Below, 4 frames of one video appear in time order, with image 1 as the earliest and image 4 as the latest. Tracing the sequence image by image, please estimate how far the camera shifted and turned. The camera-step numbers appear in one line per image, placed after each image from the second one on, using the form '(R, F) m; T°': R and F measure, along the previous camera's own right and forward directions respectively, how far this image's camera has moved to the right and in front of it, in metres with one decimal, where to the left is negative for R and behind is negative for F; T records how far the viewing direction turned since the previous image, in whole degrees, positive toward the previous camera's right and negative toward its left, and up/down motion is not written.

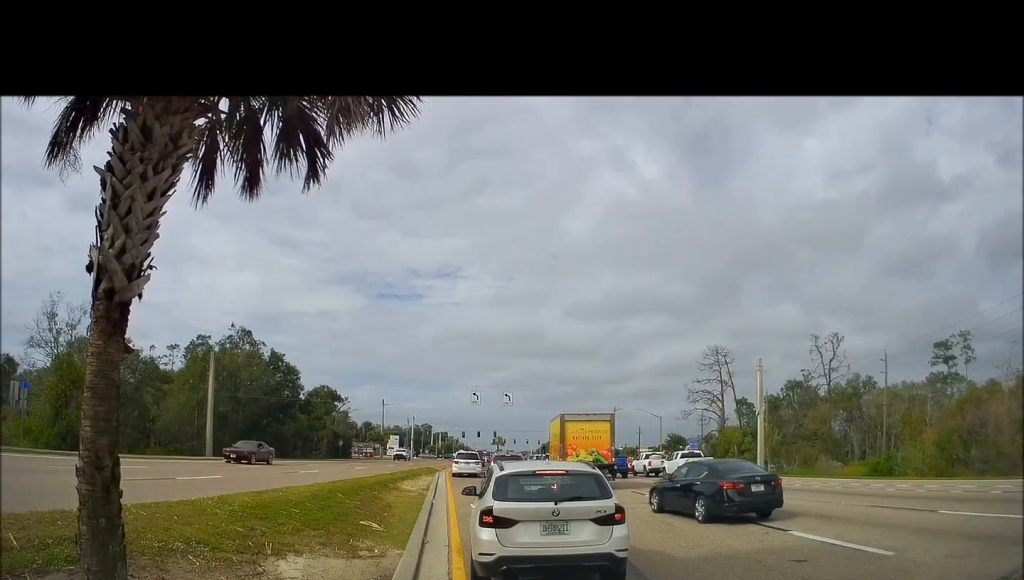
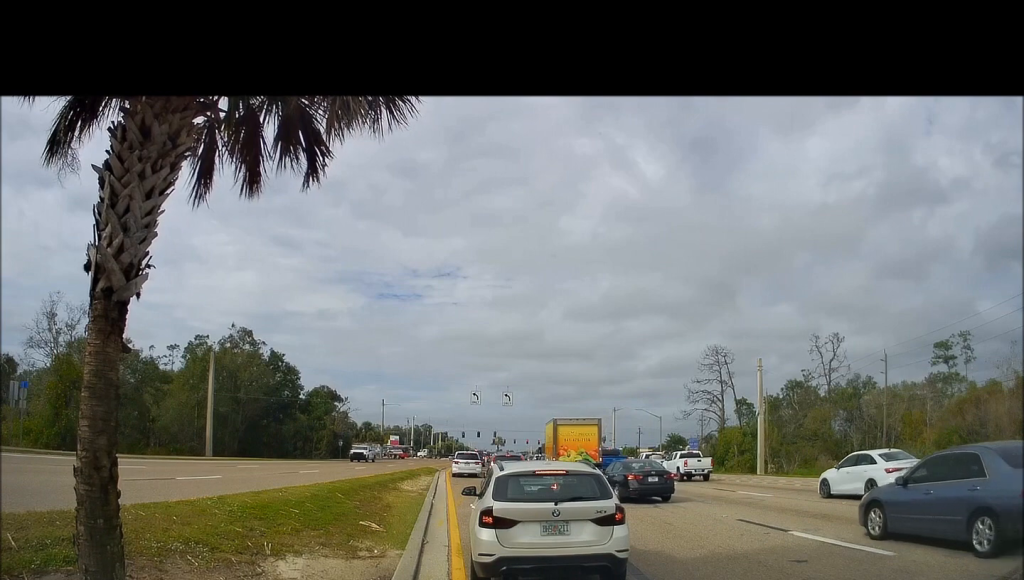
(0.0, 0.0) m; 0°
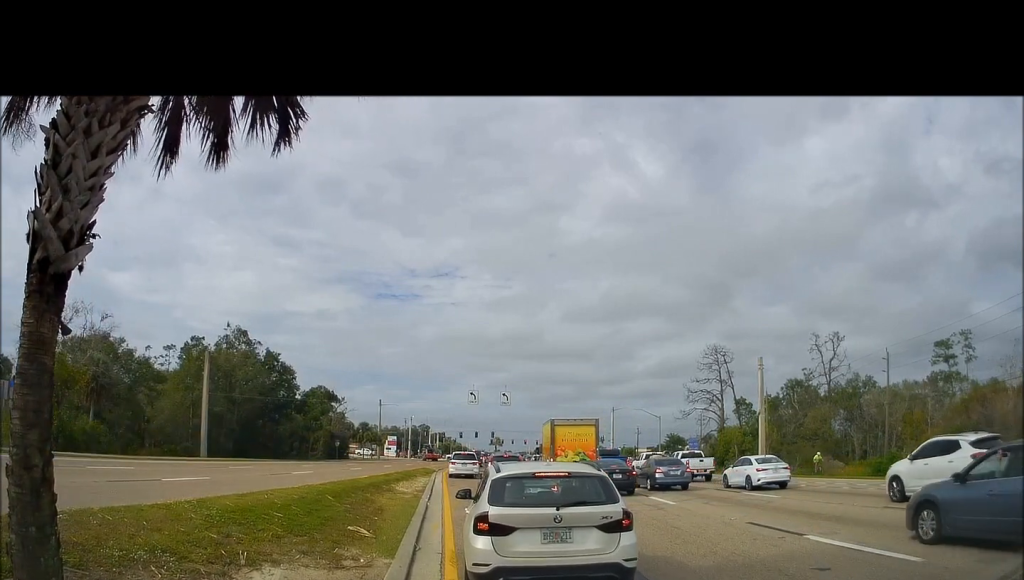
(-0.6, +1.0) m; 0°
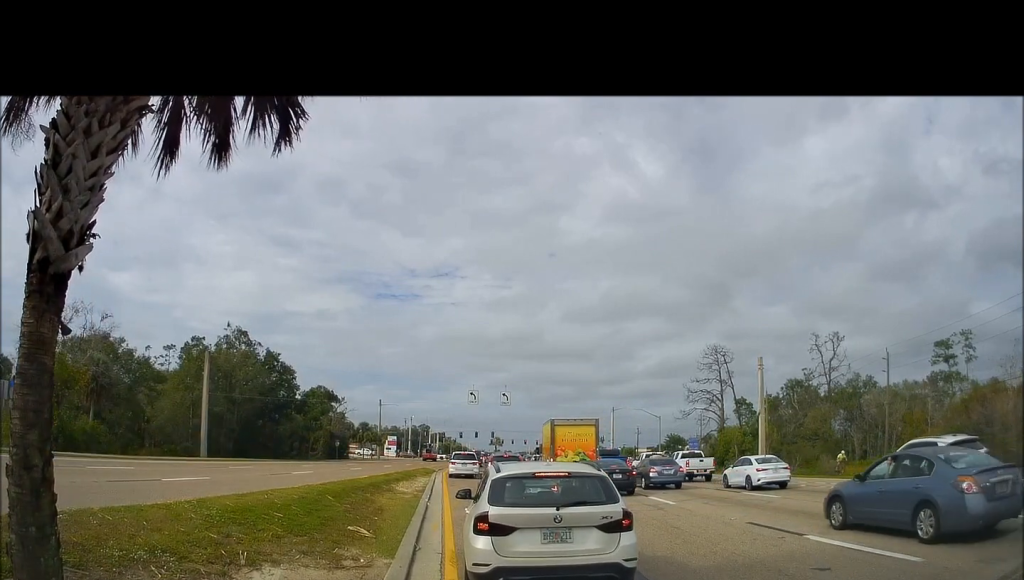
(-0.2, +0.1) m; 0°
